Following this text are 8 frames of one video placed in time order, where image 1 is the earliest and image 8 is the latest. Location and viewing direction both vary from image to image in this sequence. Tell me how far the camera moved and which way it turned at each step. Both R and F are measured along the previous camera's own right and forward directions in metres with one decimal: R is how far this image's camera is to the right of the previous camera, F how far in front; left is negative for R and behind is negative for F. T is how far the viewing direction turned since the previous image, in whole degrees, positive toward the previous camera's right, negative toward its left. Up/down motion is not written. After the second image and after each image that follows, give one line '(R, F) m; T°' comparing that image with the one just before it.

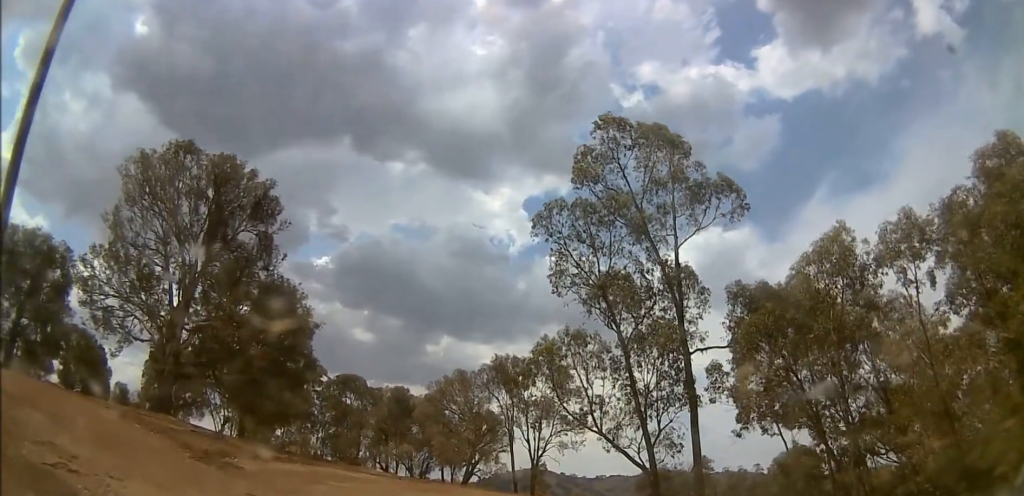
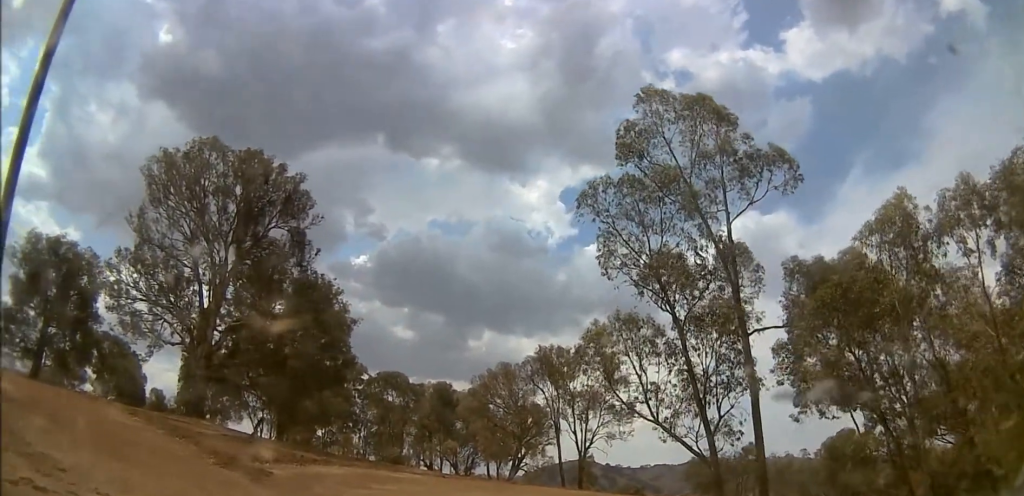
(0.0, +1.6) m; -3°
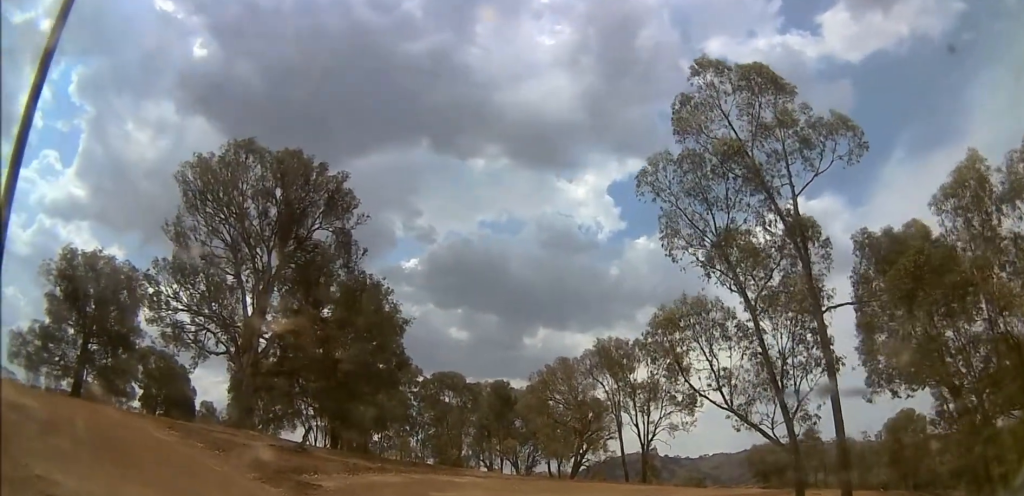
(0.0, +1.7) m; -3°
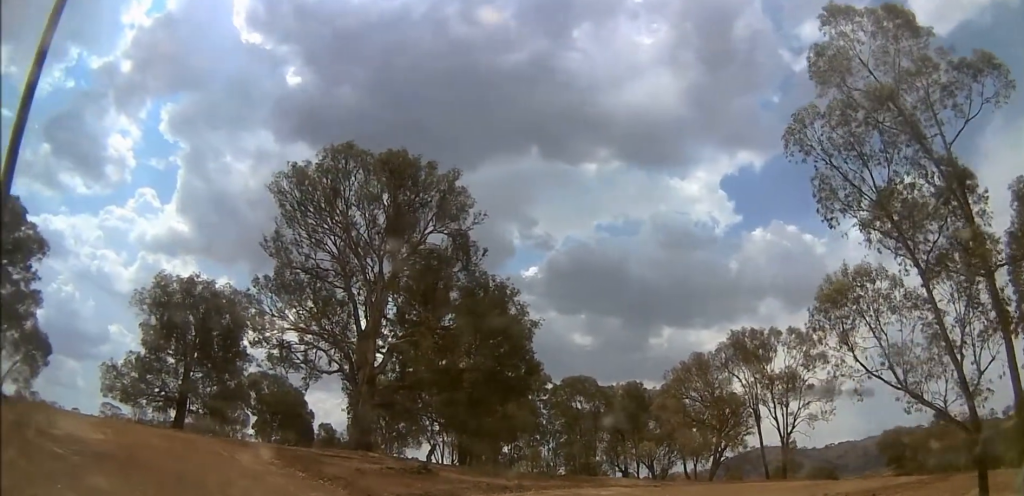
(-0.4, +3.2) m; -16°
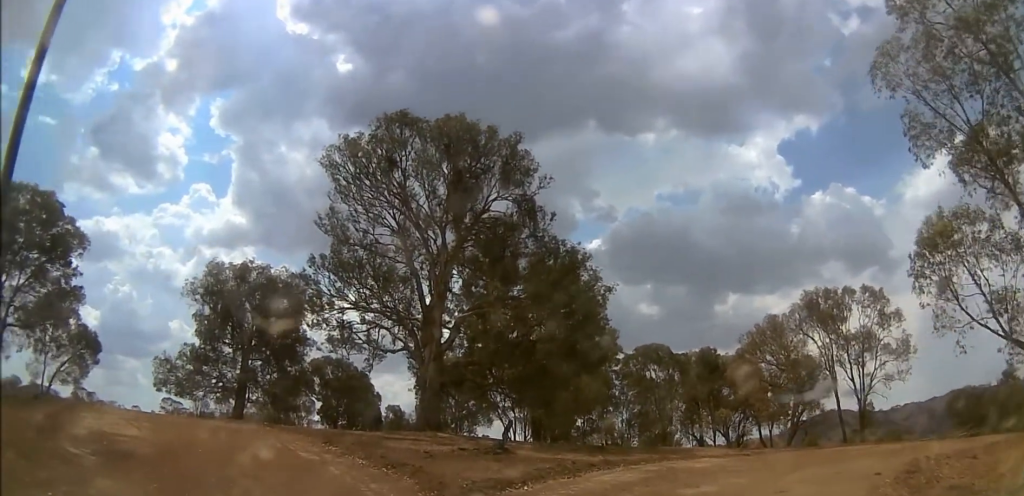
(-0.3, +2.1) m; -8°
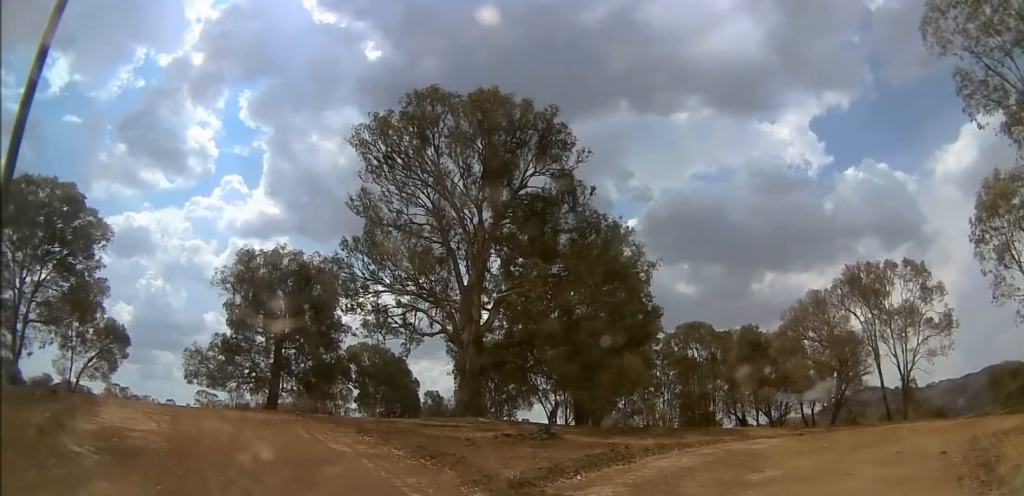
(0.0, +1.3) m; +1°
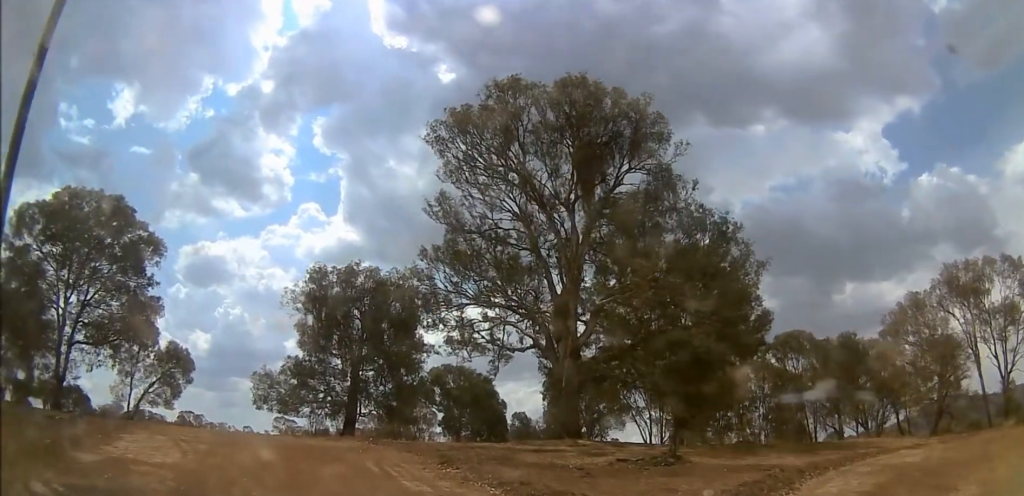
(+0.1, +3.7) m; -6°
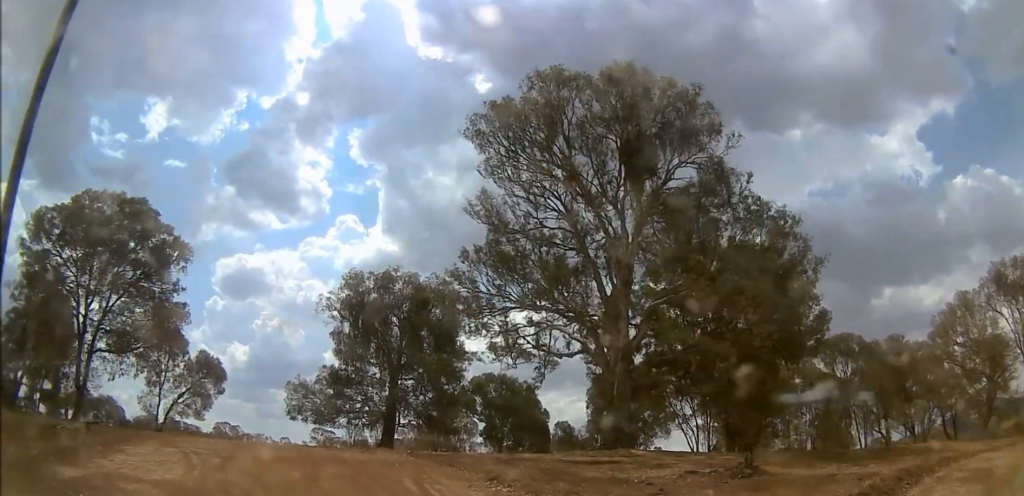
(-0.3, +1.9) m; -7°
